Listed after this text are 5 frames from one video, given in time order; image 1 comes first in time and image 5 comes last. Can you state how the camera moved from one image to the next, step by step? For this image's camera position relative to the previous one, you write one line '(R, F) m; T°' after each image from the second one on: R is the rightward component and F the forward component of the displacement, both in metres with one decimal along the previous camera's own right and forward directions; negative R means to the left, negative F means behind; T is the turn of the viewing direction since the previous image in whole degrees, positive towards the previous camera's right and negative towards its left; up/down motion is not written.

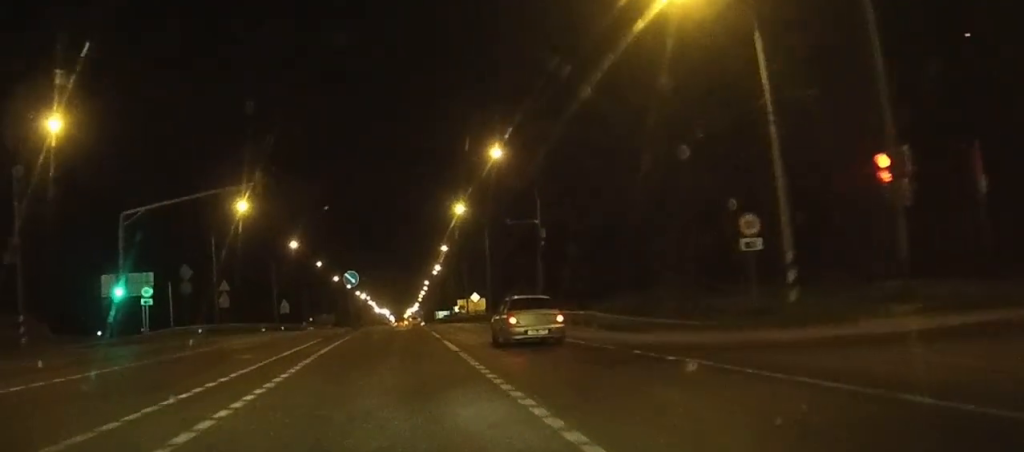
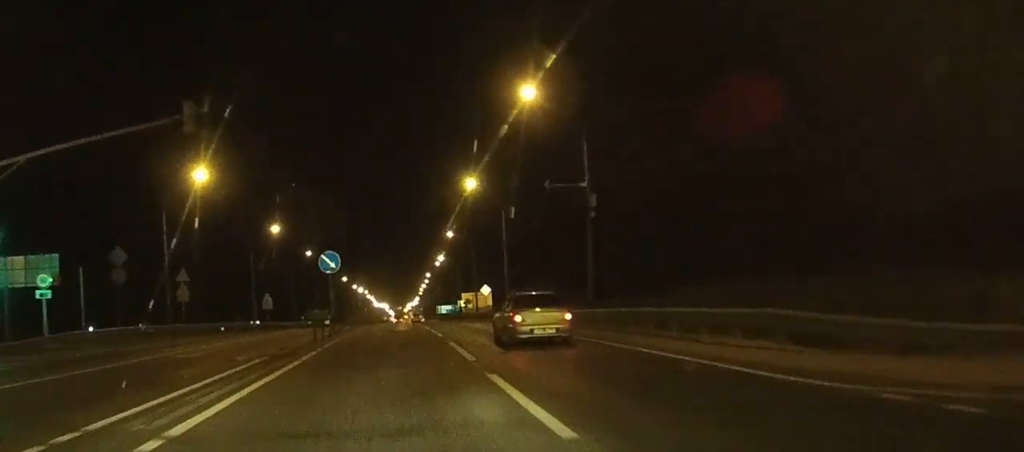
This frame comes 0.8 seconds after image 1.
(0.0, +15.7) m; 0°
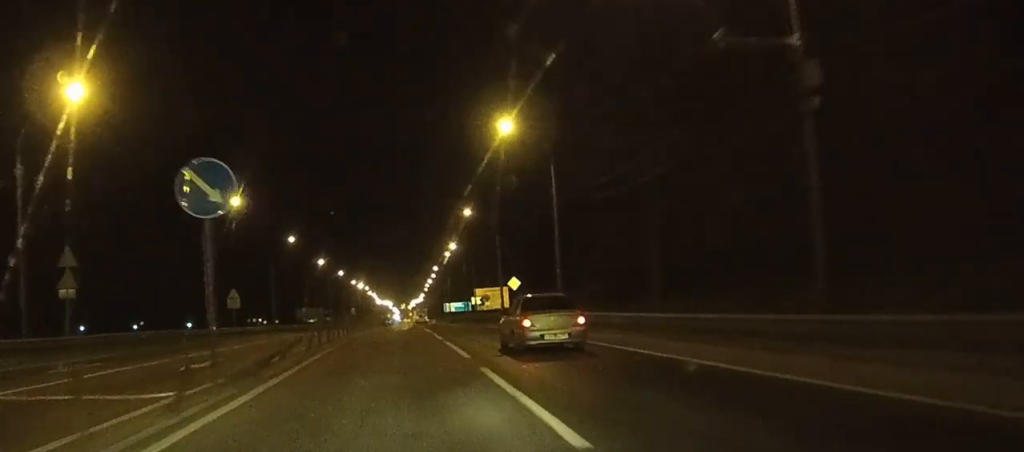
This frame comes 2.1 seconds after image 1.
(-0.1, +24.4) m; 0°
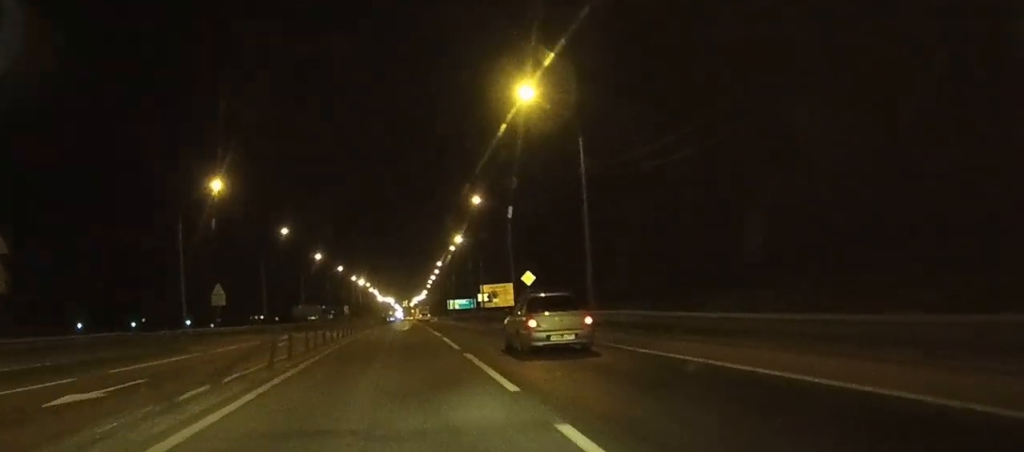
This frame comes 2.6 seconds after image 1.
(0.0, +8.2) m; 0°
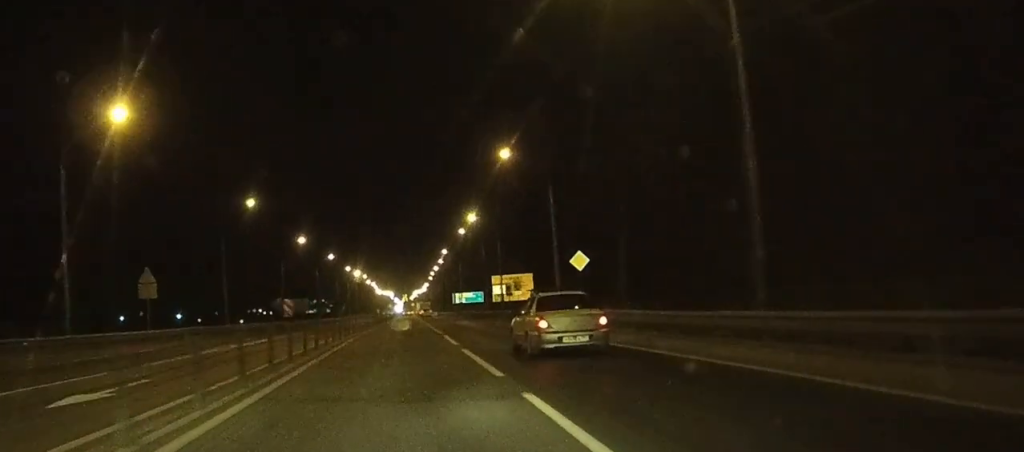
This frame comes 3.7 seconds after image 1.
(0.0, +22.1) m; 0°
